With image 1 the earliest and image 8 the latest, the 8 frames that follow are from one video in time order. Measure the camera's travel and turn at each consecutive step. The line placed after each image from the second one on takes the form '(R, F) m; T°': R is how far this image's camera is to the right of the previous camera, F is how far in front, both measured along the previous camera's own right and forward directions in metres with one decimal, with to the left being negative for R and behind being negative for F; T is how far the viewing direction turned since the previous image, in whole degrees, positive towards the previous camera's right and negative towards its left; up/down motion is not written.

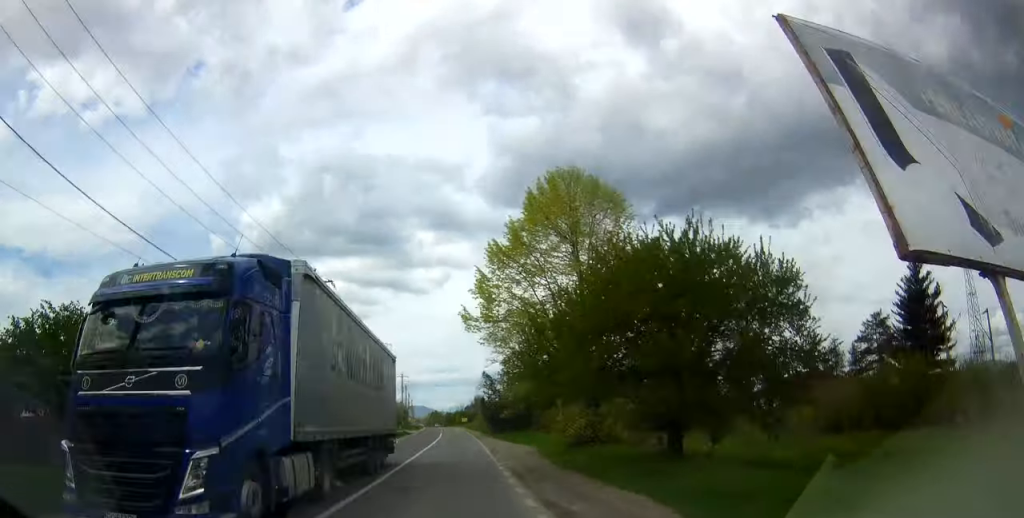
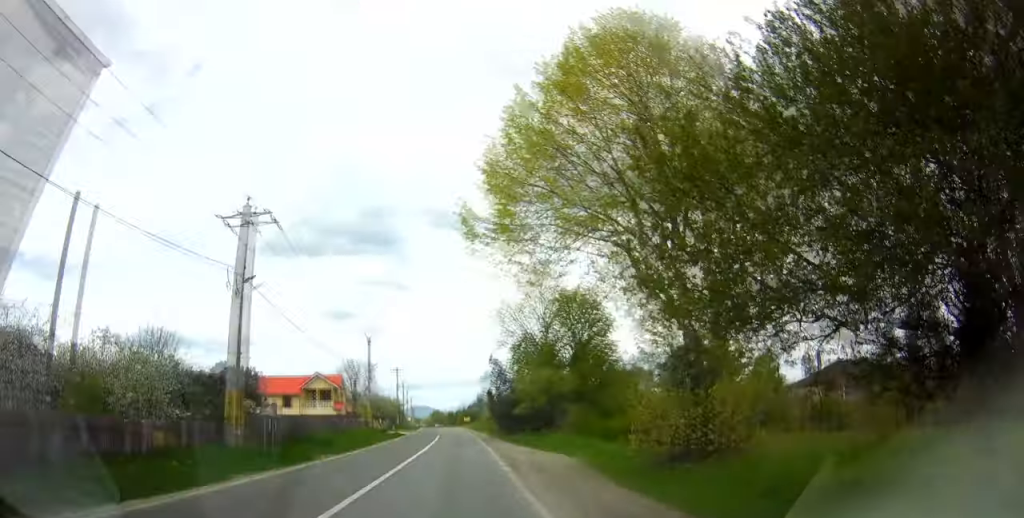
(+0.1, +11.5) m; 0°
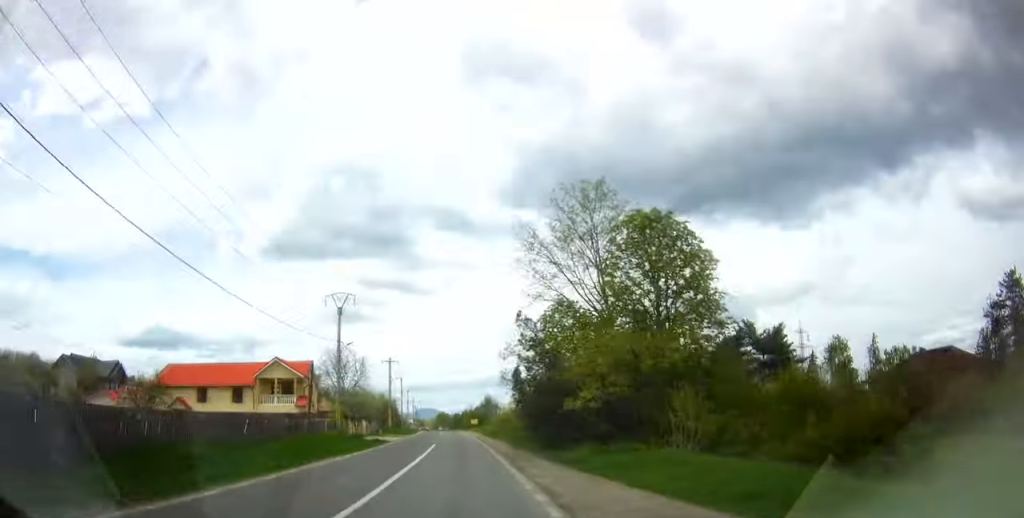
(-0.1, +18.3) m; -1°
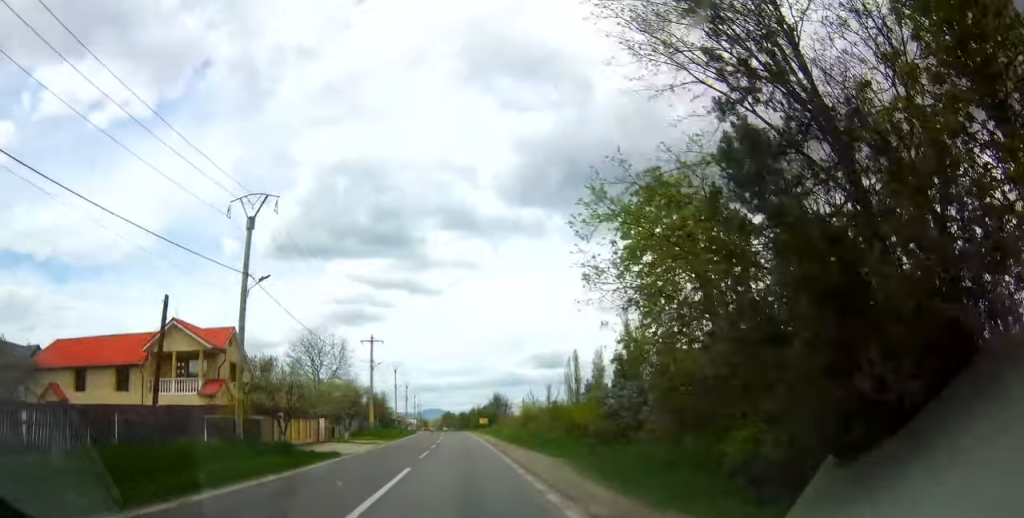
(-0.3, +21.3) m; 0°
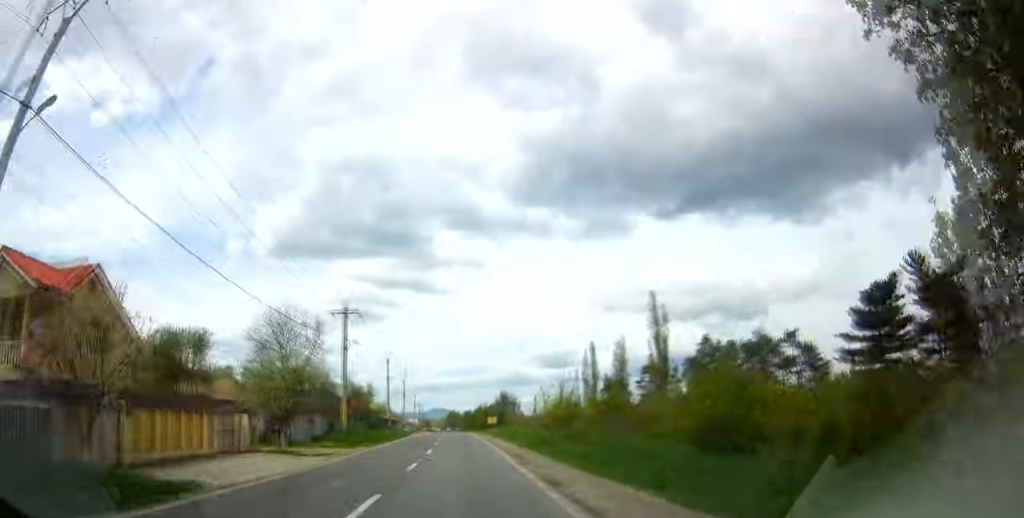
(-0.2, +16.5) m; +1°
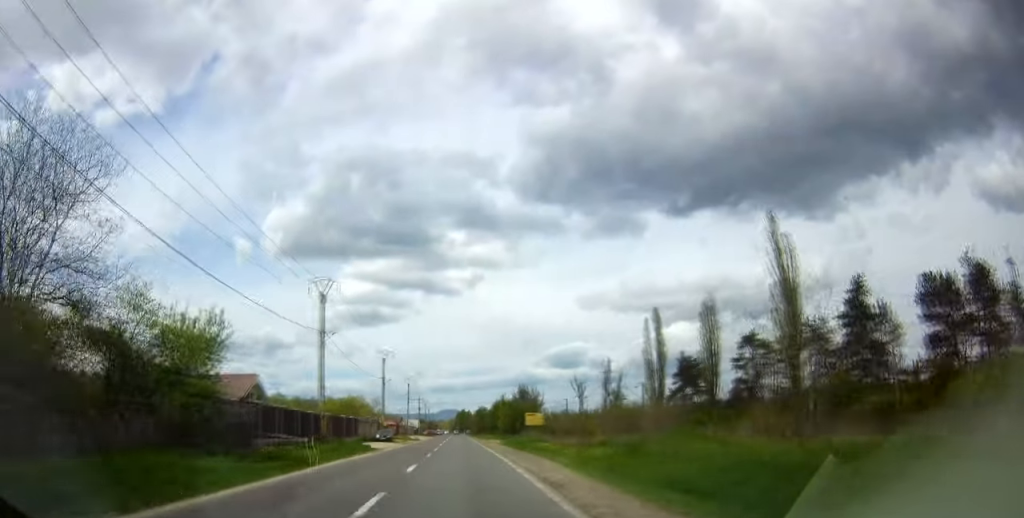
(+0.6, +45.7) m; -2°
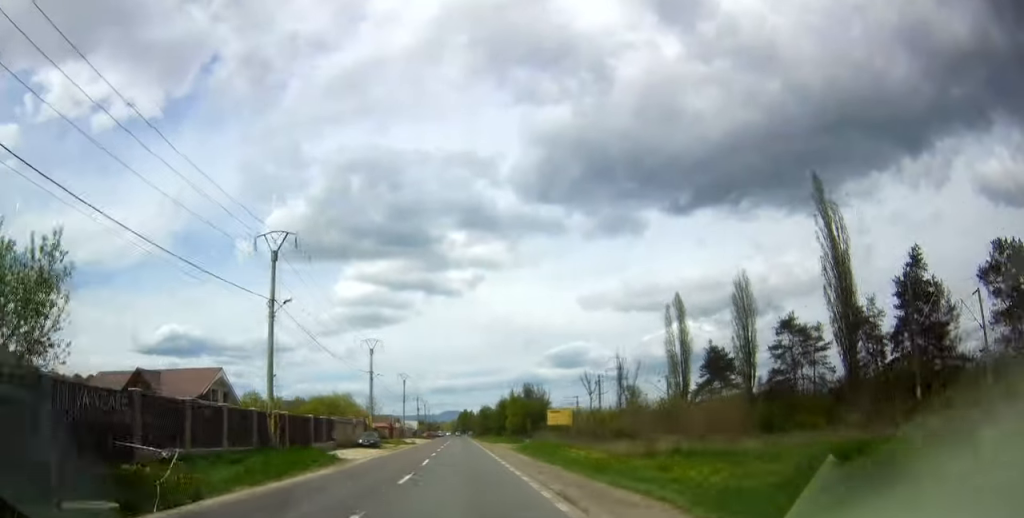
(-0.4, +11.5) m; -1°
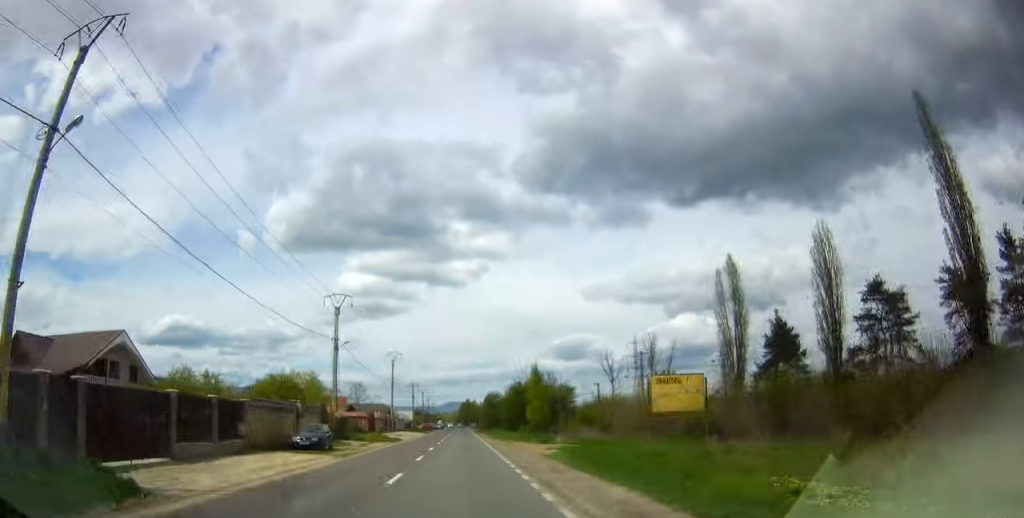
(-0.3, +20.0) m; 0°
